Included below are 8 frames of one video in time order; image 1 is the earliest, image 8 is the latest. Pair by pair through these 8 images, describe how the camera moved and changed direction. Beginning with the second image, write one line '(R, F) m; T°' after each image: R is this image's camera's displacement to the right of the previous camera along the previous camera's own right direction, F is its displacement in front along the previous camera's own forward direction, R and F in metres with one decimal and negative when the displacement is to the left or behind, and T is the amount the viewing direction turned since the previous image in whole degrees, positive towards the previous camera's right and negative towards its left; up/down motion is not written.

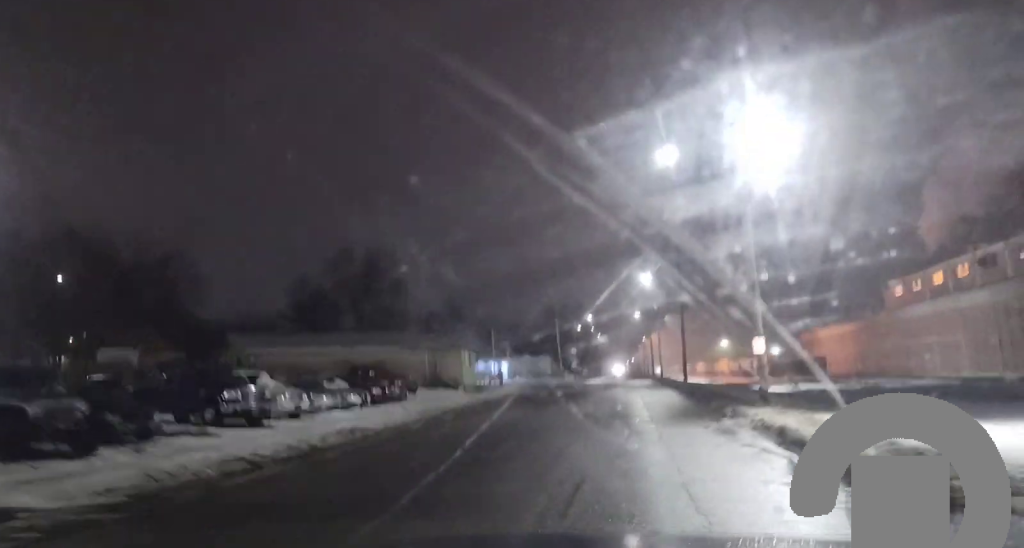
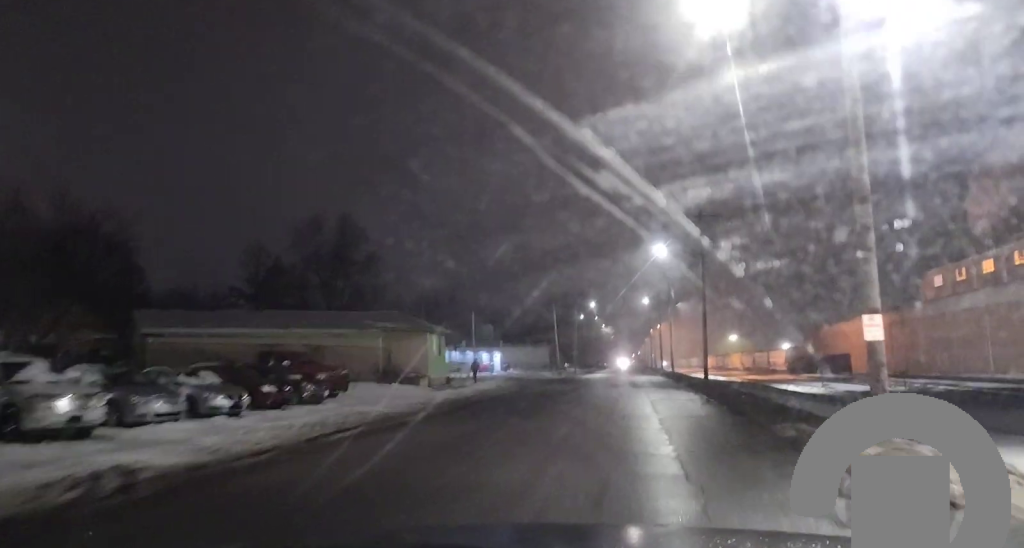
(-0.9, +12.8) m; -4°
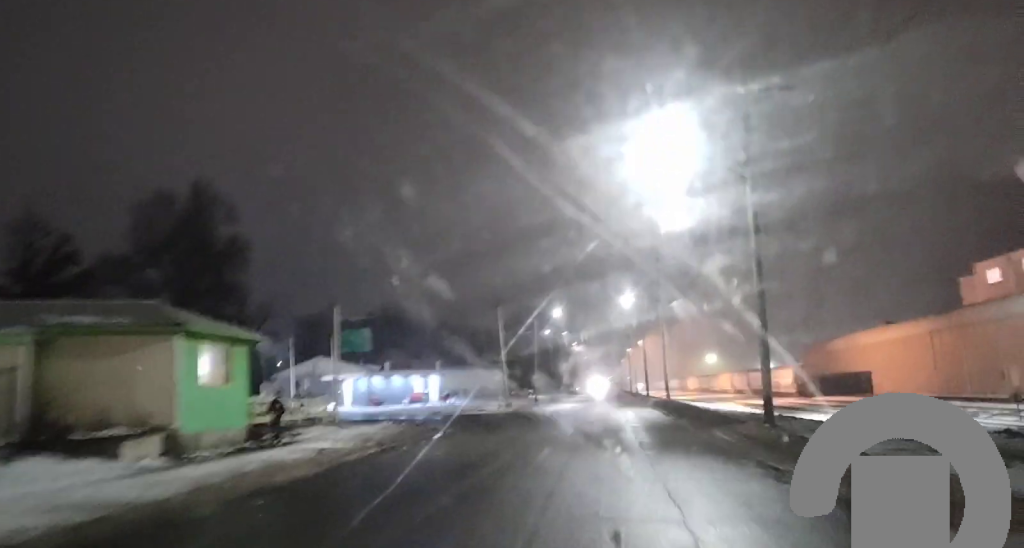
(+0.6, +25.3) m; +1°
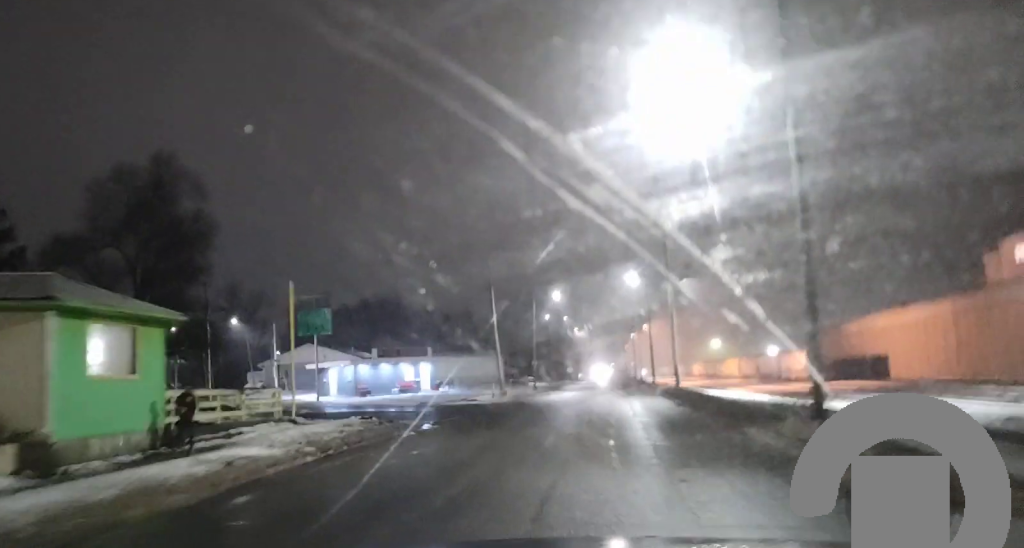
(0.0, +5.4) m; 0°
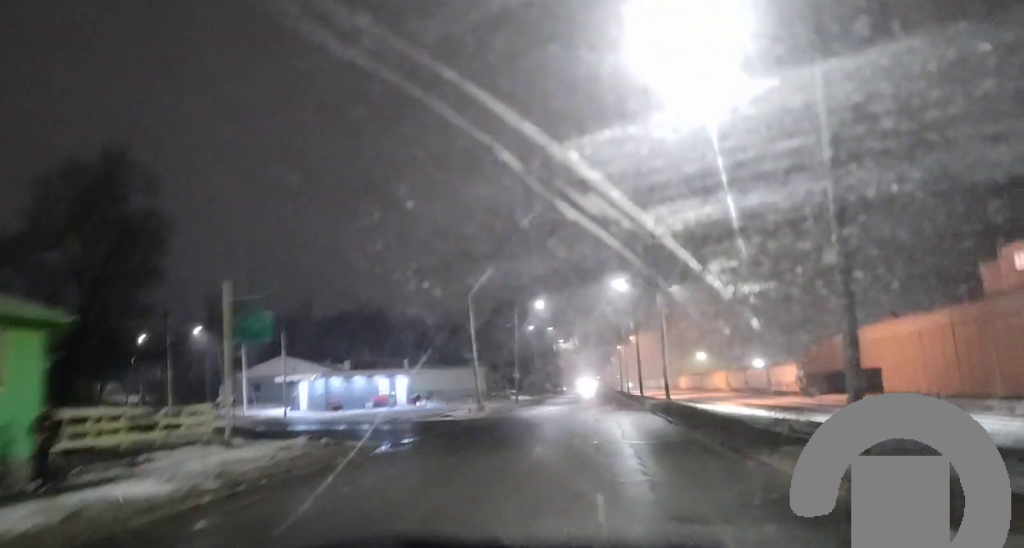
(0.0, +4.2) m; 0°
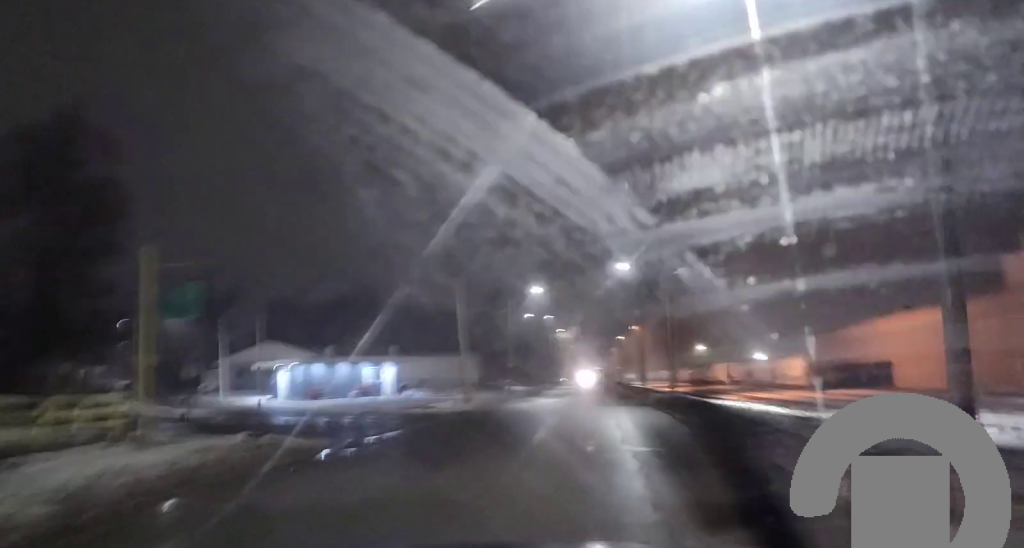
(0.0, +4.7) m; 0°
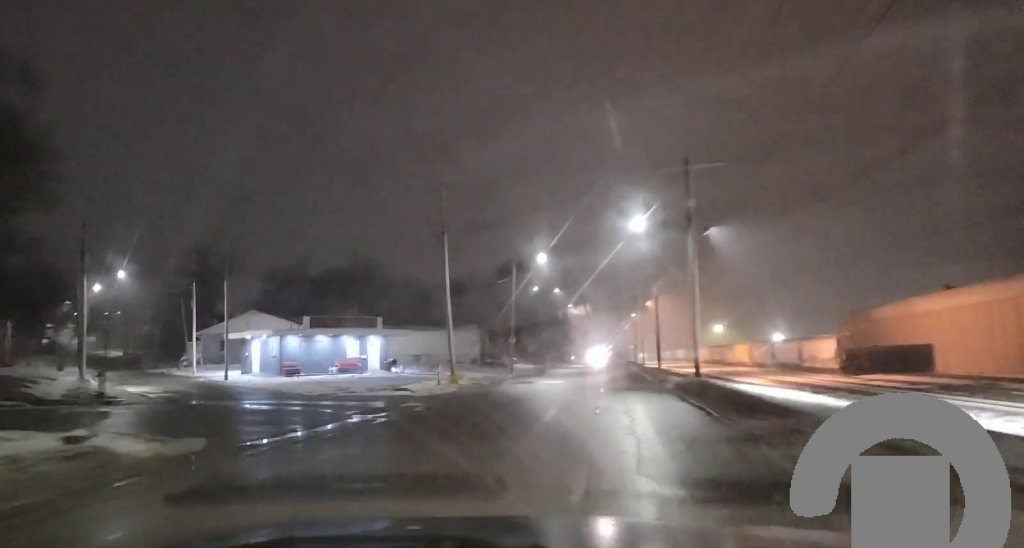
(0.0, +8.2) m; 0°
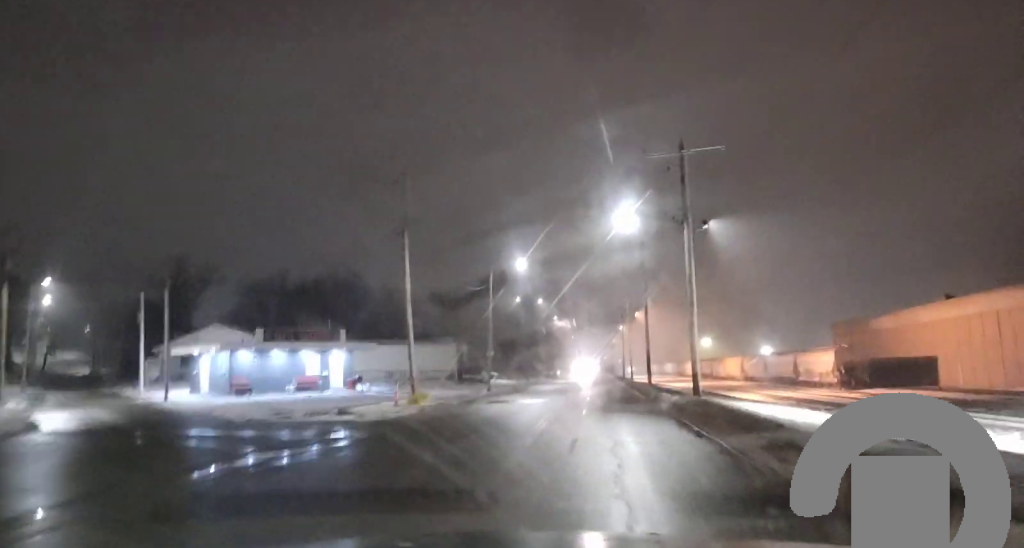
(0.0, +5.7) m; 0°
